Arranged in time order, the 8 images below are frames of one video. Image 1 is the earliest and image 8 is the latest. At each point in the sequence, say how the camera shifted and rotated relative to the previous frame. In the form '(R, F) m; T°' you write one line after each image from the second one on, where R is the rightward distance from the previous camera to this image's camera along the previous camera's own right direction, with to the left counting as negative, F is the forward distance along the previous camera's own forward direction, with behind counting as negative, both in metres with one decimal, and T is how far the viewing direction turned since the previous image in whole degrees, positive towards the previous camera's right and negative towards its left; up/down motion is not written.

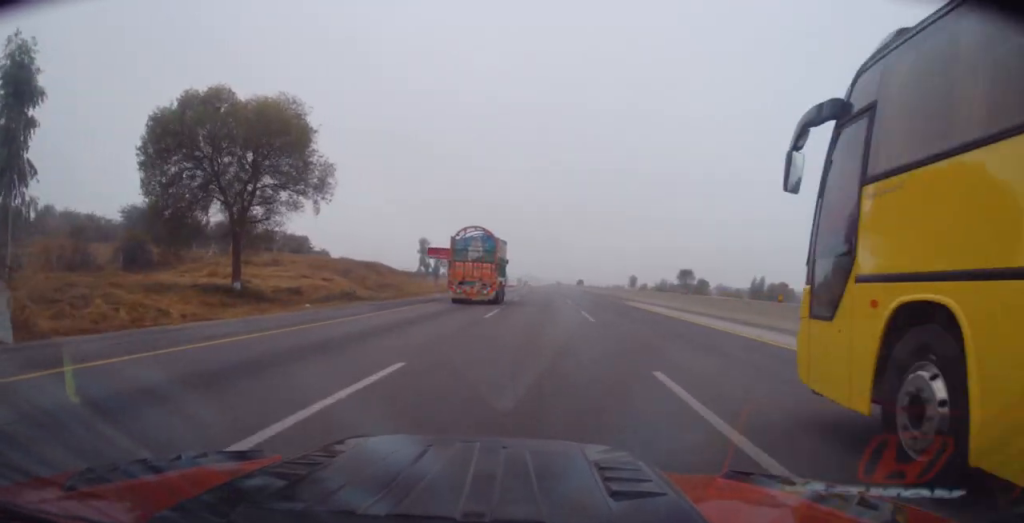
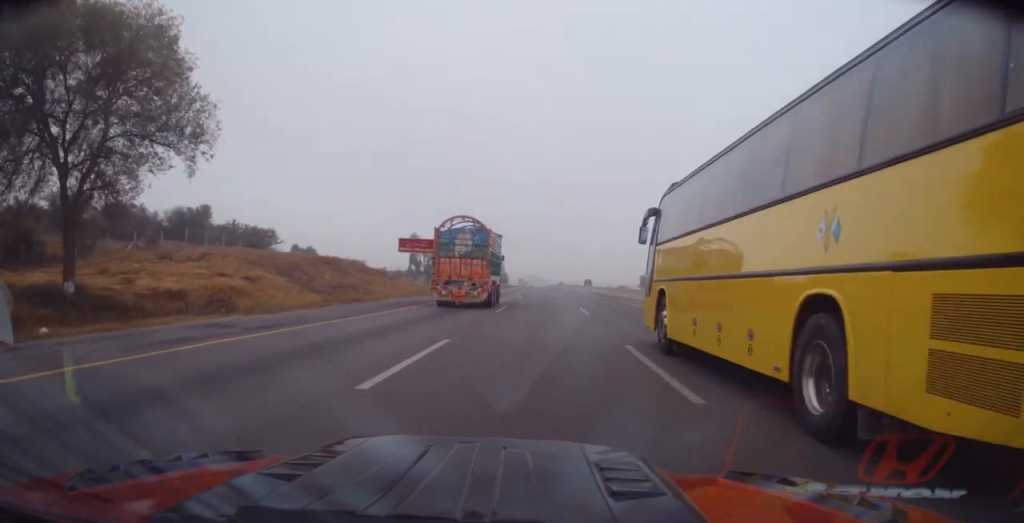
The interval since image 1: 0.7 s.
(-0.1, +14.1) m; 0°
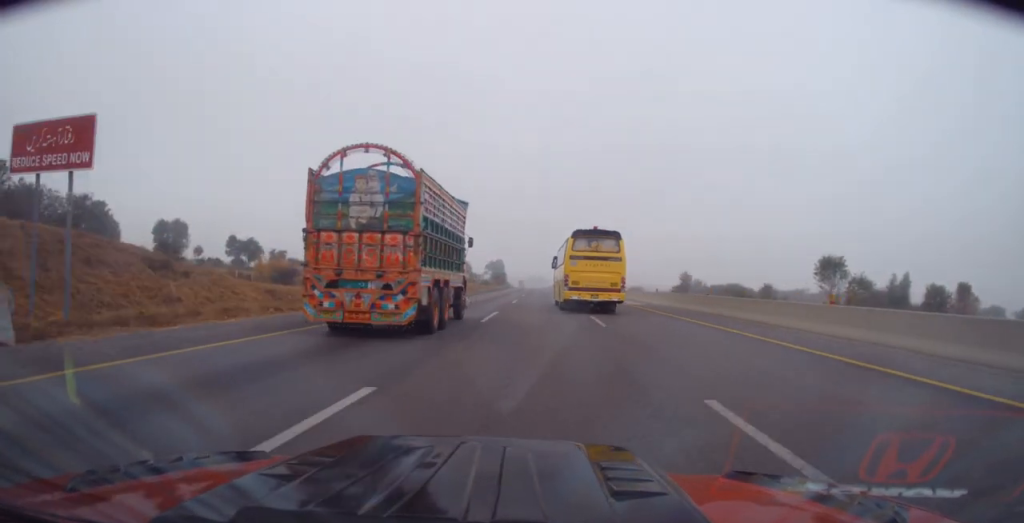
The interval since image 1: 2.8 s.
(+0.3, +41.5) m; 0°
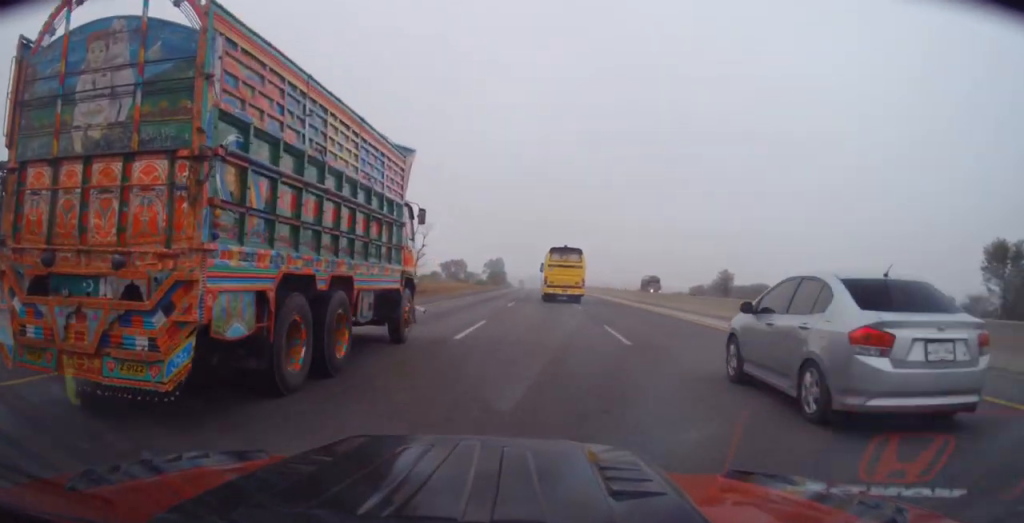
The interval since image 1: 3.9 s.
(-0.2, +23.4) m; 0°
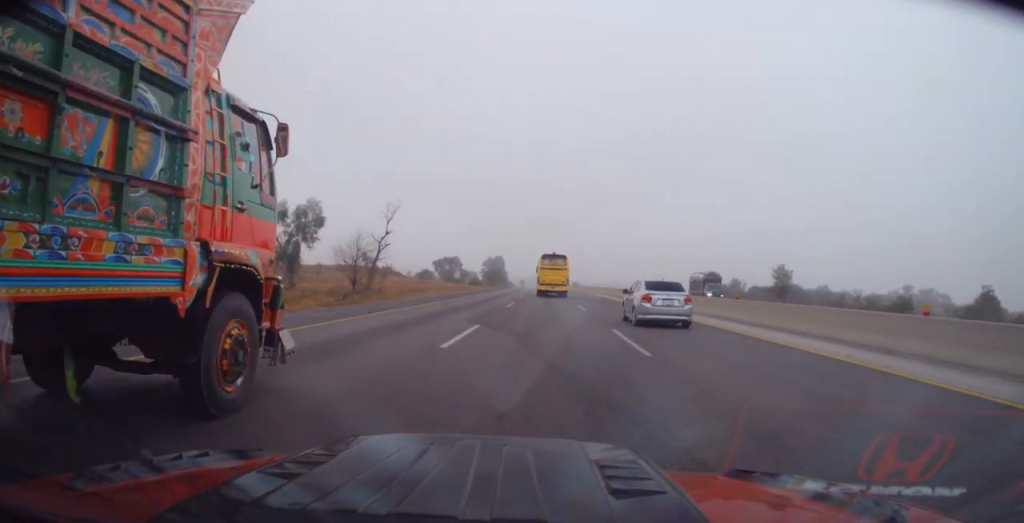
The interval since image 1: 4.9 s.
(+0.2, +20.1) m; 0°
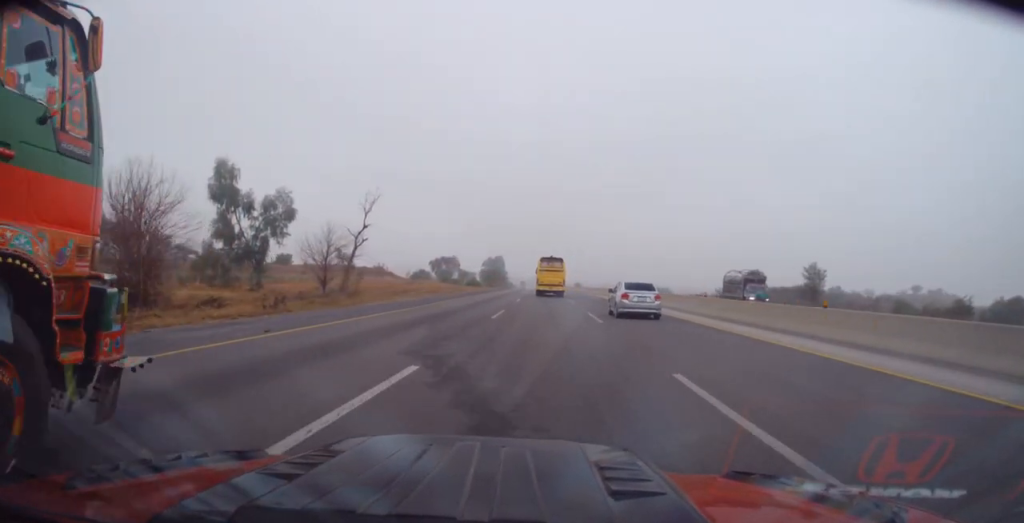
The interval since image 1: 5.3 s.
(+0.1, +8.0) m; 0°
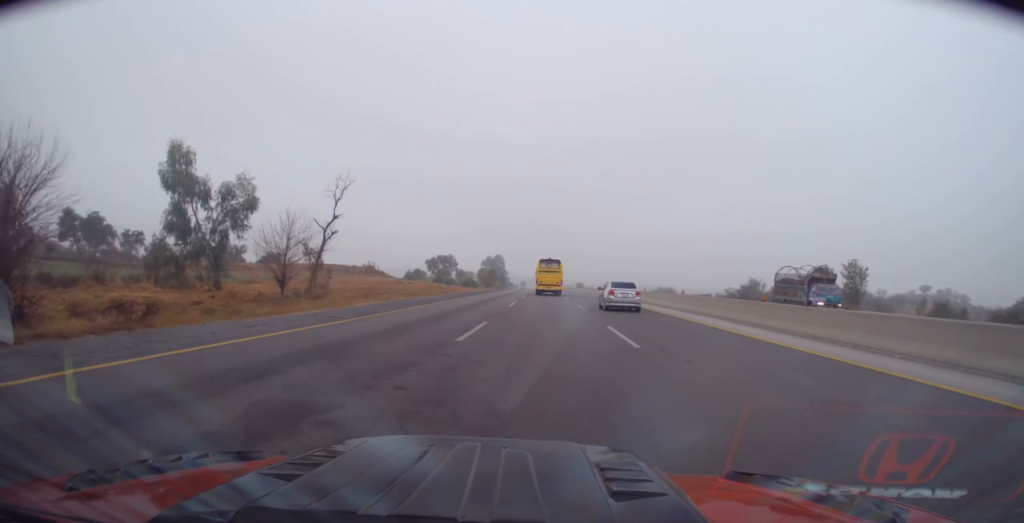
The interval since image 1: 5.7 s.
(-0.2, +8.0) m; 0°
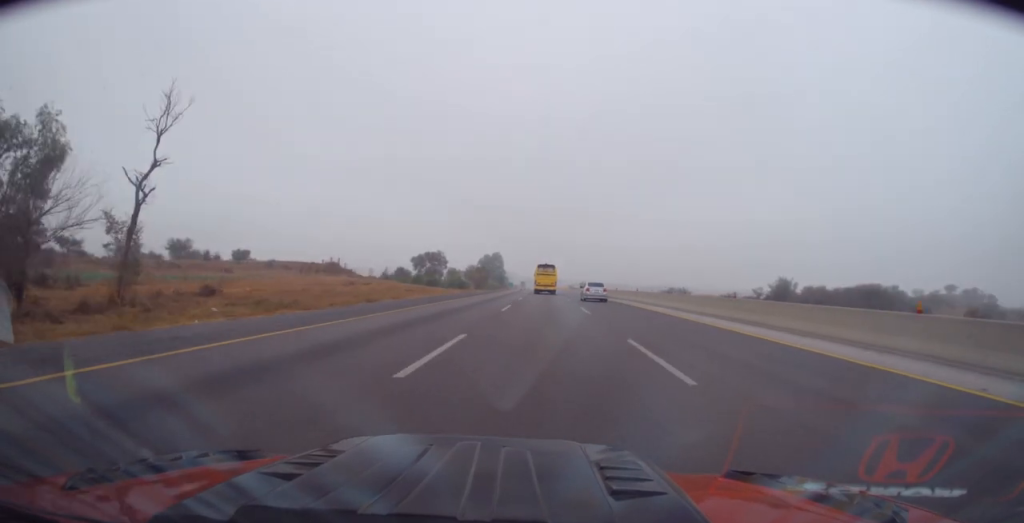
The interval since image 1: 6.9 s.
(-0.1, +22.7) m; +1°
